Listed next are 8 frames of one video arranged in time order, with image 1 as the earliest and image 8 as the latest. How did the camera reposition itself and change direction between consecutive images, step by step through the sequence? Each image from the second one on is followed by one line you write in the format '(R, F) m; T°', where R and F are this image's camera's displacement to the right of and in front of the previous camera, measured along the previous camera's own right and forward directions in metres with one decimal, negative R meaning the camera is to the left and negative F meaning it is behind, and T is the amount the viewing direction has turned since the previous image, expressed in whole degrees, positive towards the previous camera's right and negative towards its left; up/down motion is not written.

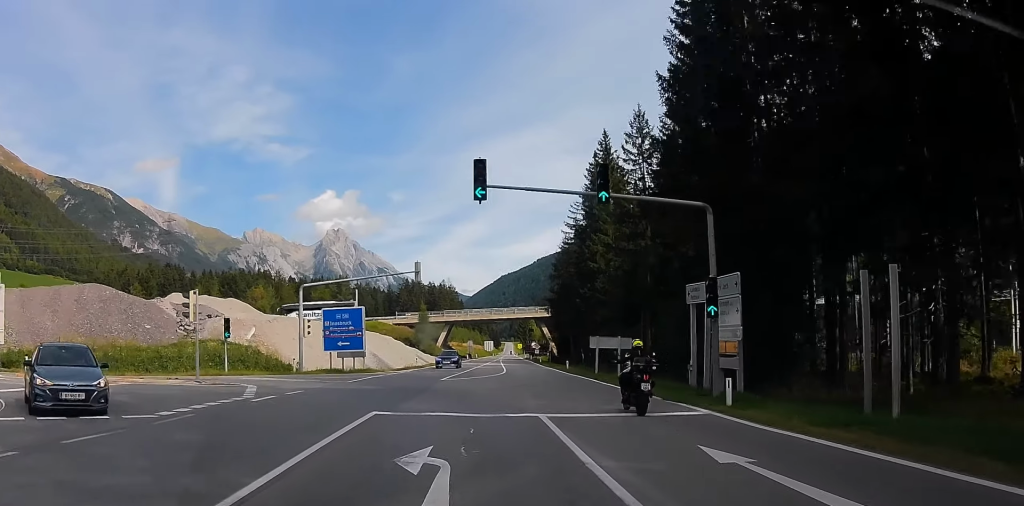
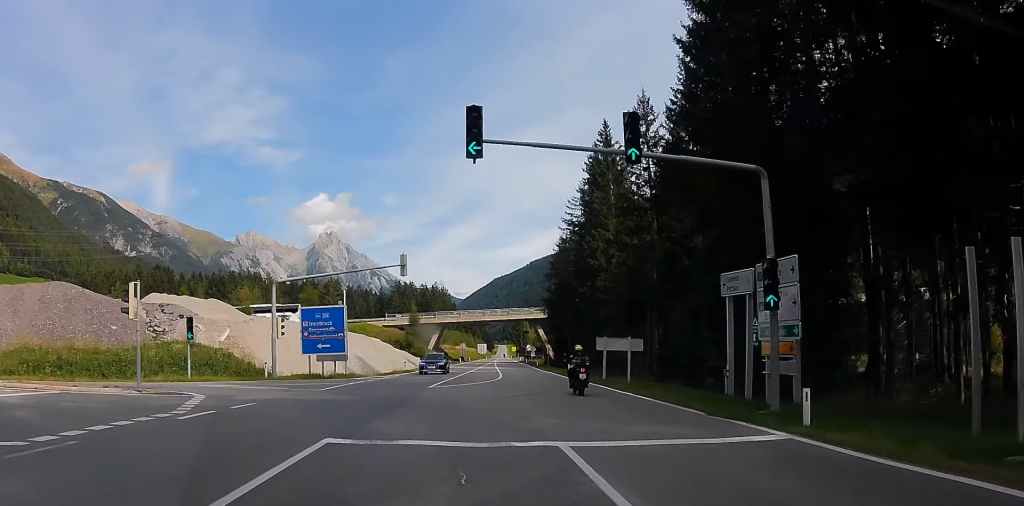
(0.0, +4.5) m; 0°
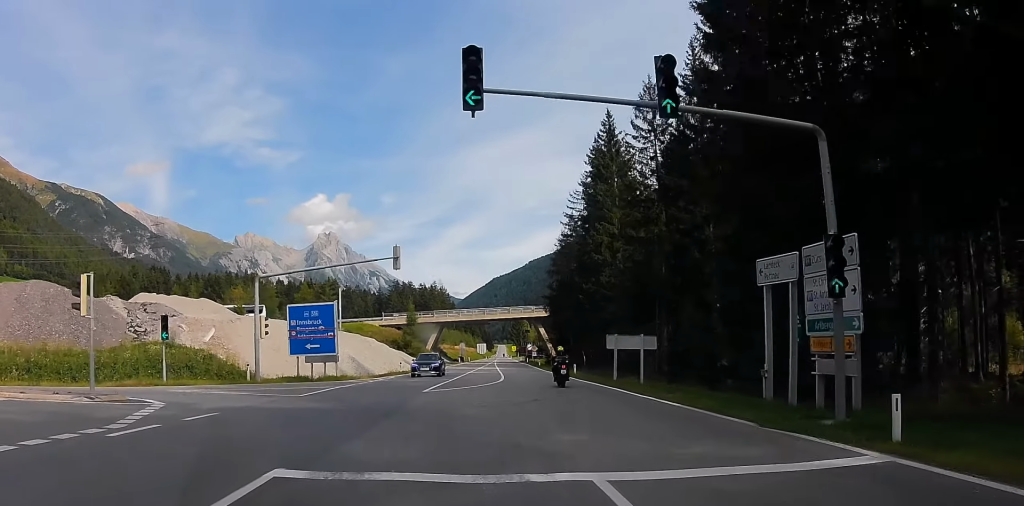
(0.0, +2.9) m; 0°
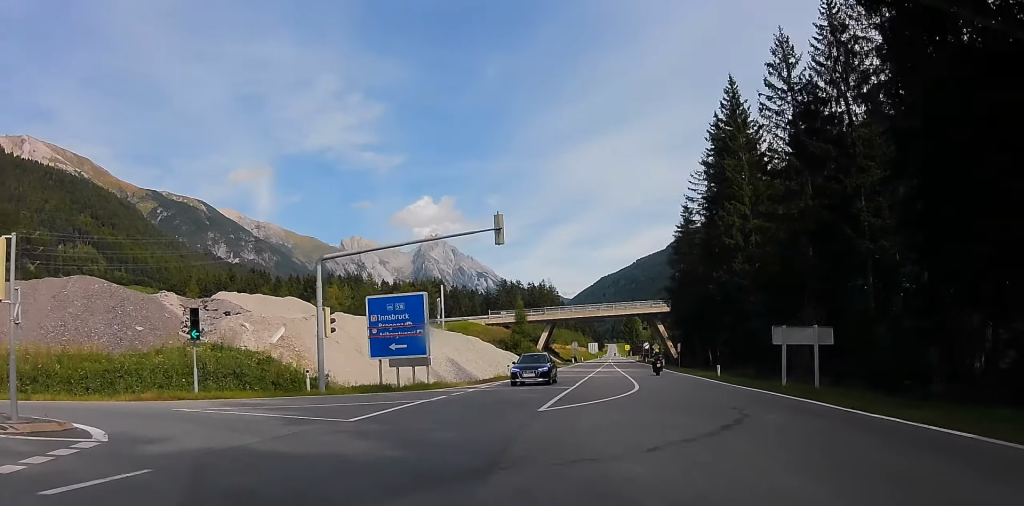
(-0.5, +7.6) m; -11°
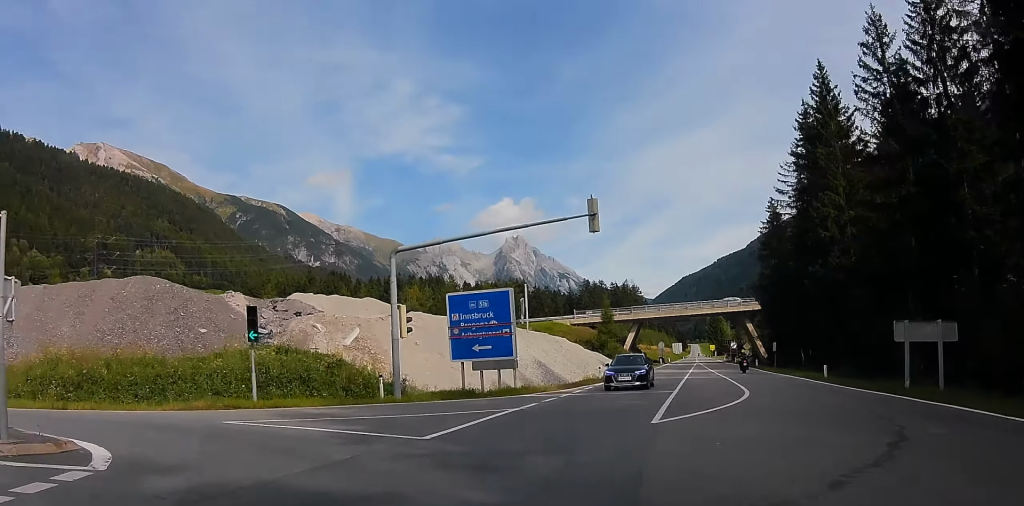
(-0.2, +2.7) m; -4°
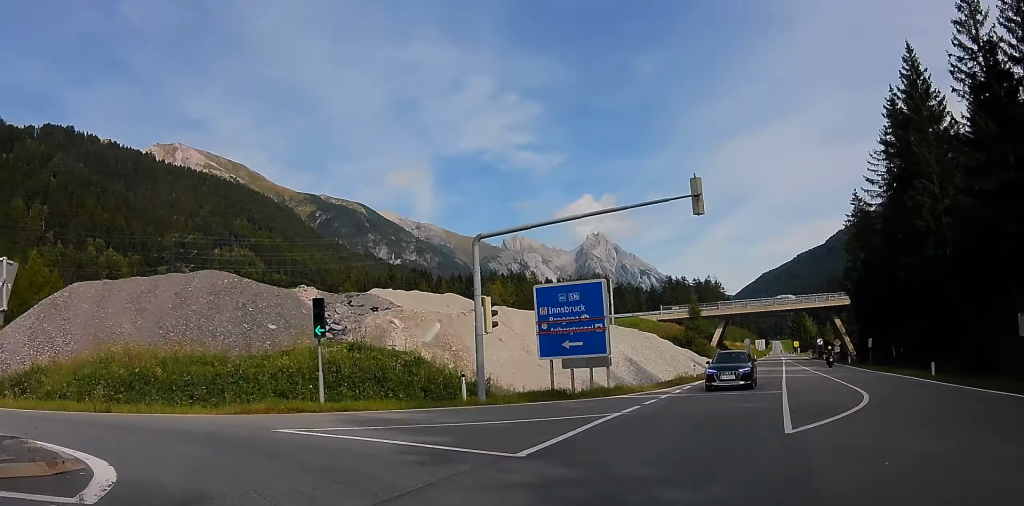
(-0.1, +2.3) m; -5°
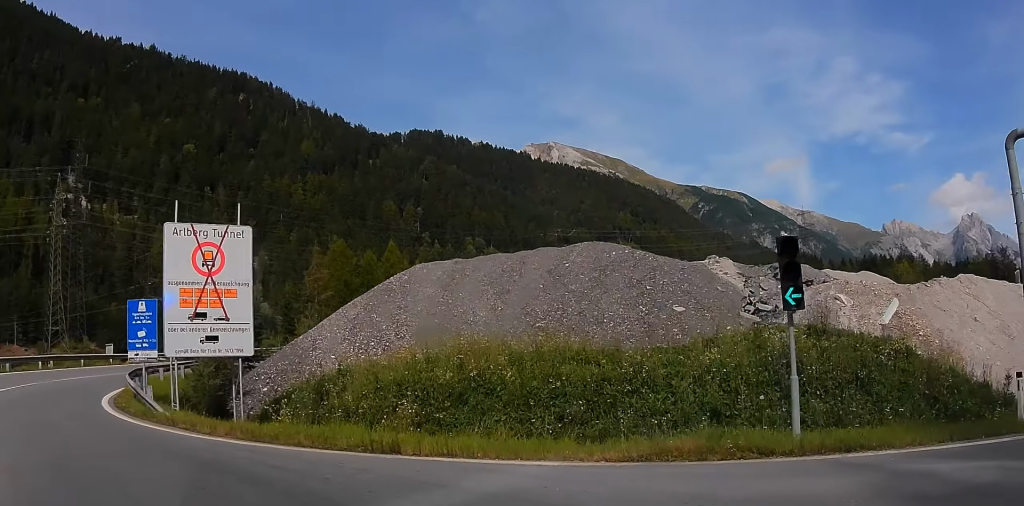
(-1.8, +9.1) m; -34°
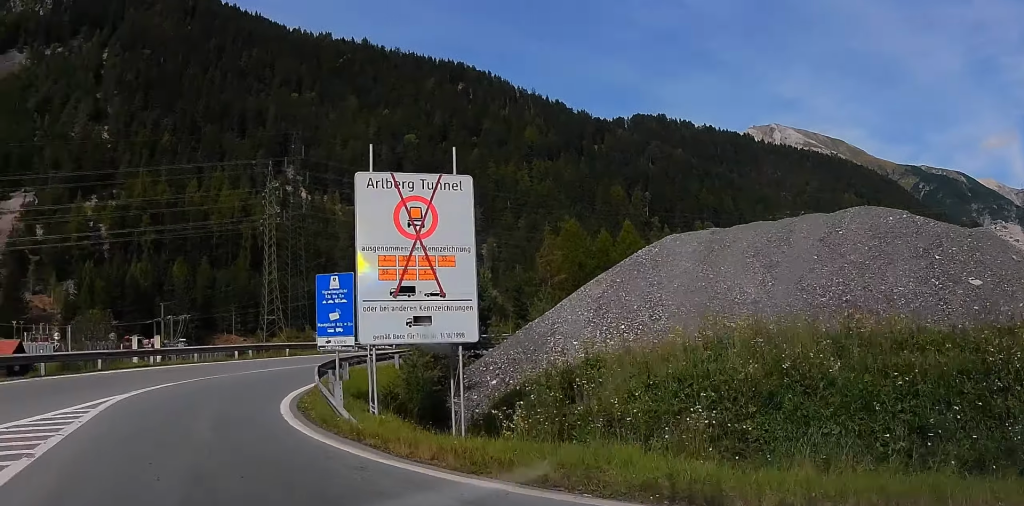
(-1.2, +4.8) m; -14°
